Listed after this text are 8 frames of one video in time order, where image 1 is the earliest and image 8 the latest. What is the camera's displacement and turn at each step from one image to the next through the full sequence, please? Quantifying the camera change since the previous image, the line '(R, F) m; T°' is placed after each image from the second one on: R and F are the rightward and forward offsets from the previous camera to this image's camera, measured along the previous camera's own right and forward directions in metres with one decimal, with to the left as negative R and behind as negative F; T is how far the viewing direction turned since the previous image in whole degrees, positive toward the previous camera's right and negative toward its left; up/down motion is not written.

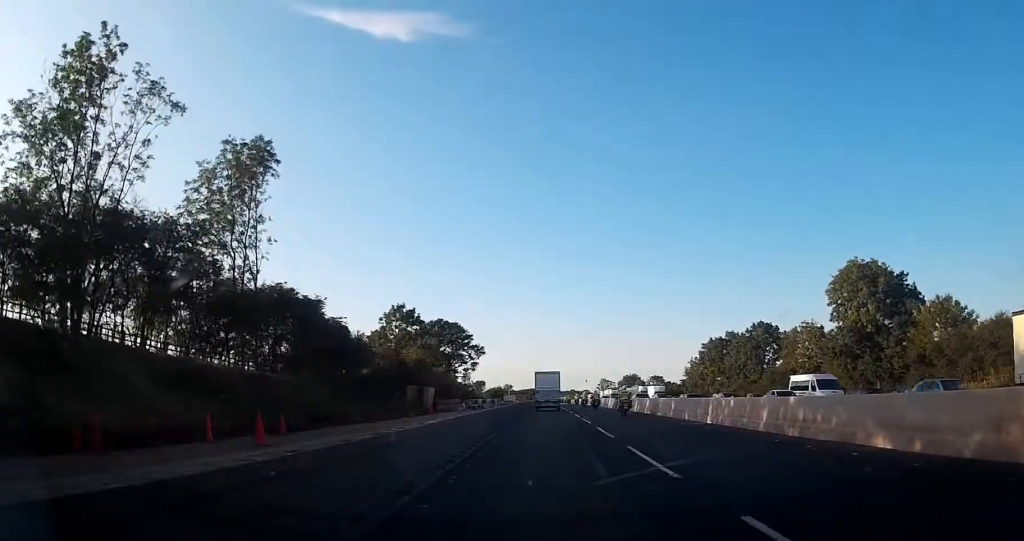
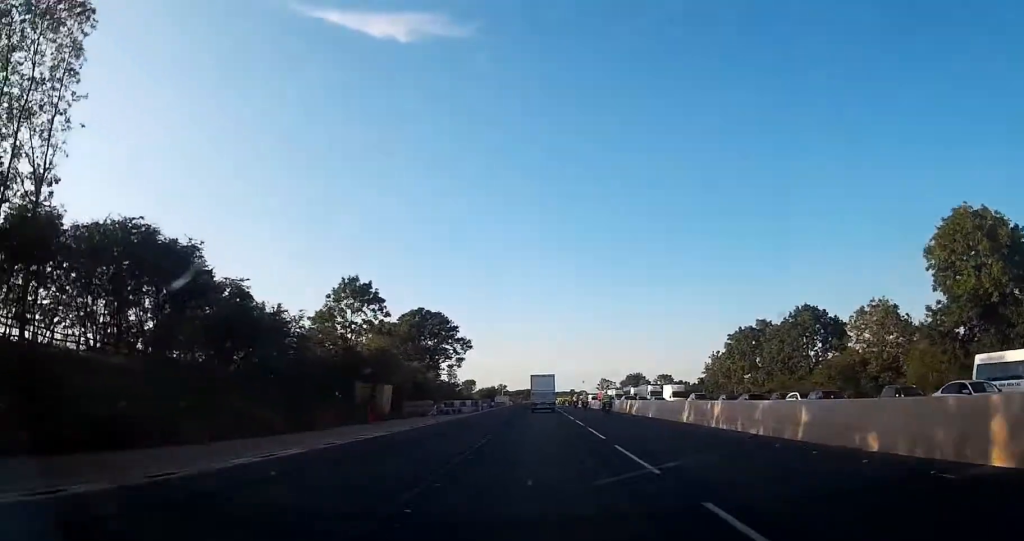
(-0.1, +17.2) m; 0°
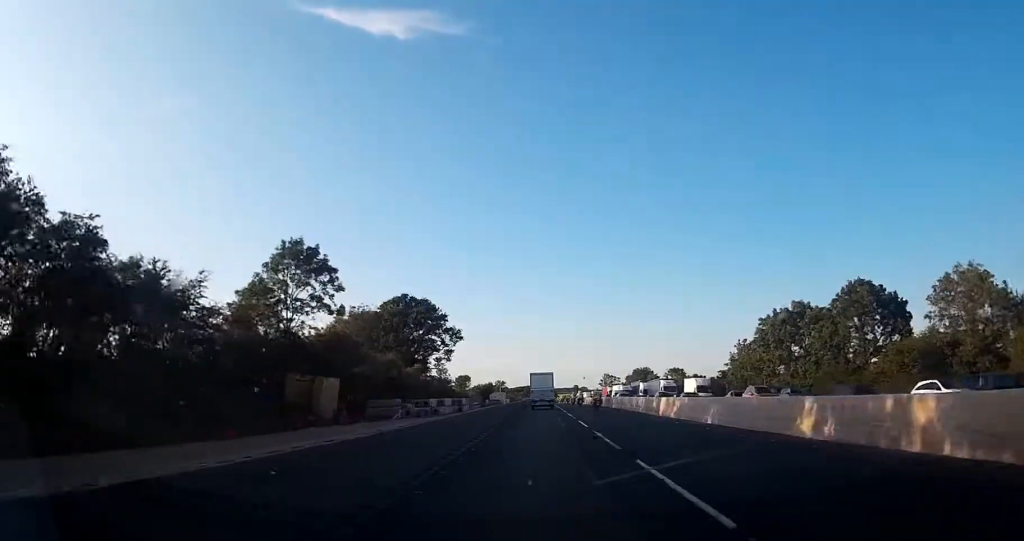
(0.0, +13.3) m; 0°
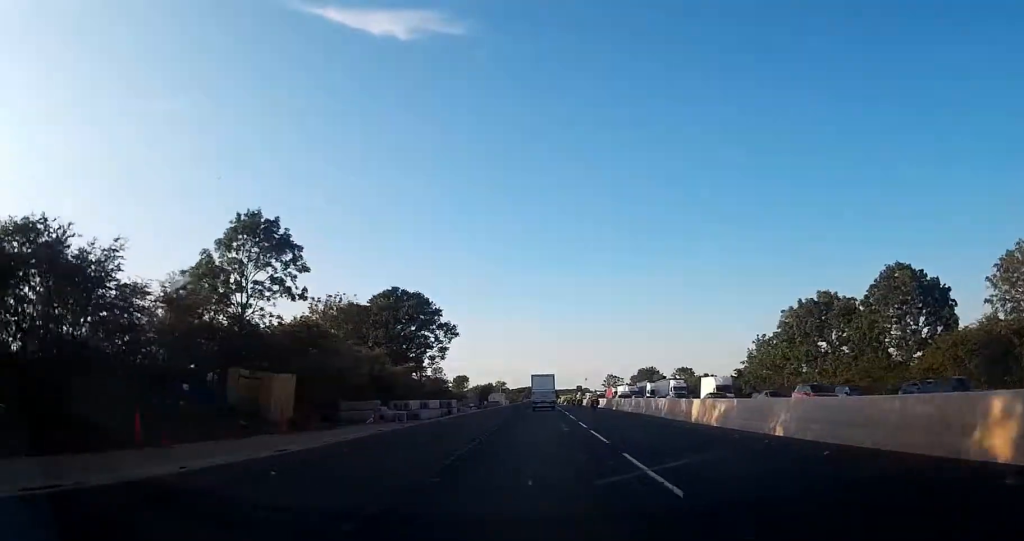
(0.0, +7.0) m; 0°
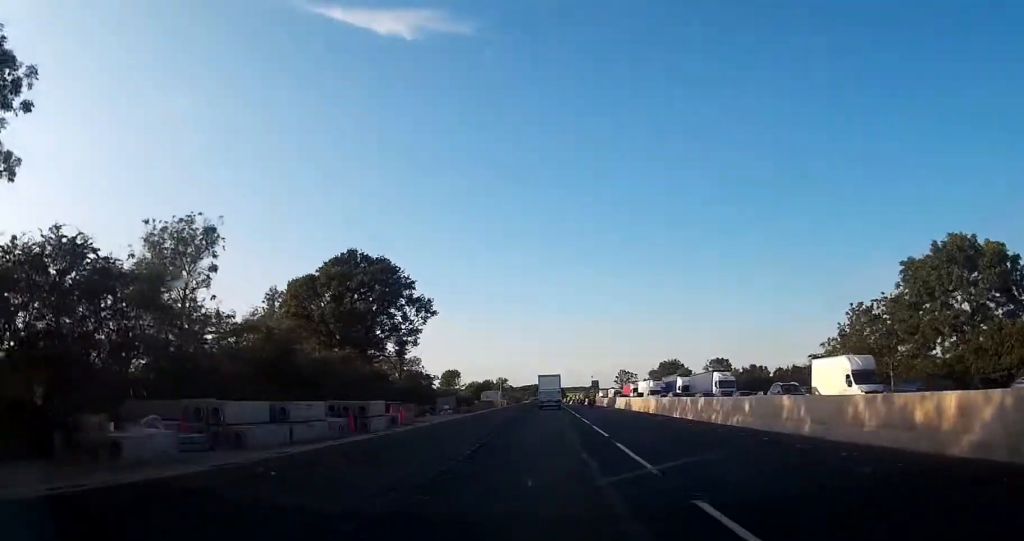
(0.0, +23.5) m; 0°
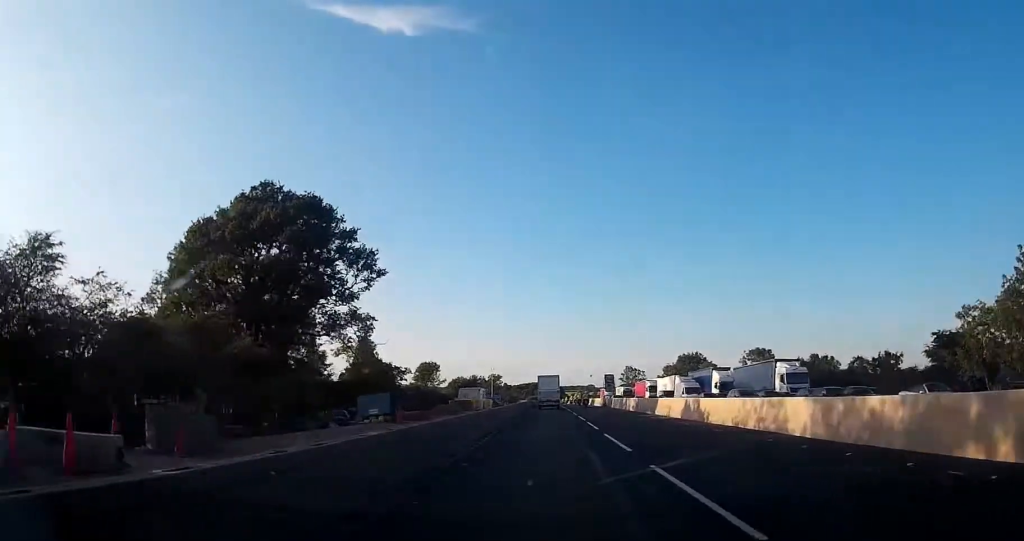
(-0.1, +22.9) m; -1°
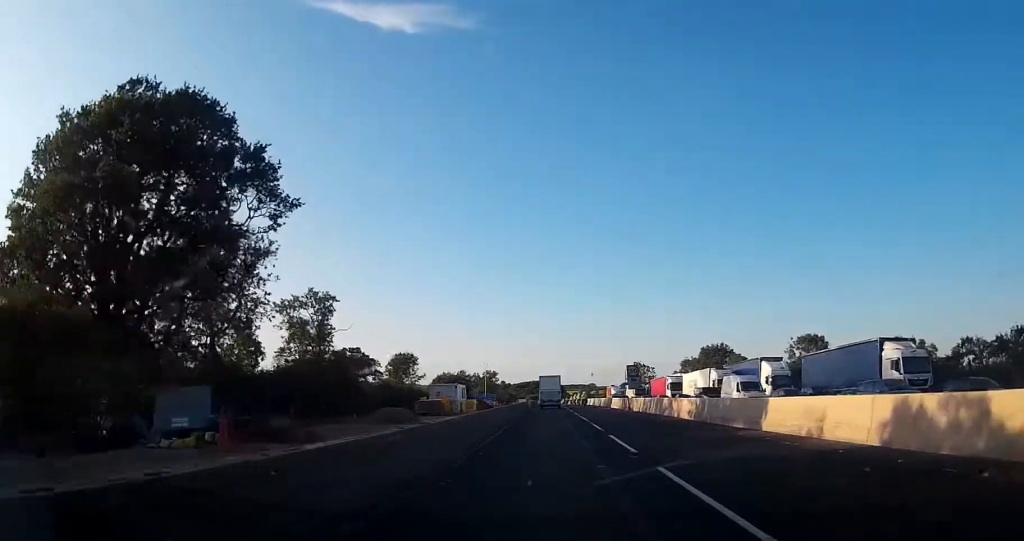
(-0.1, +18.5) m; 0°
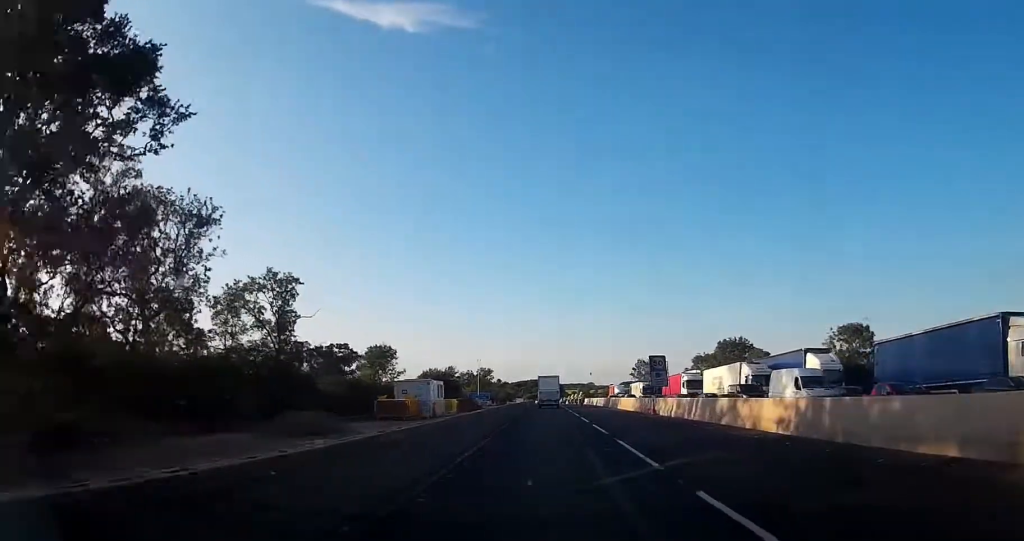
(+0.1, +11.6) m; 0°
